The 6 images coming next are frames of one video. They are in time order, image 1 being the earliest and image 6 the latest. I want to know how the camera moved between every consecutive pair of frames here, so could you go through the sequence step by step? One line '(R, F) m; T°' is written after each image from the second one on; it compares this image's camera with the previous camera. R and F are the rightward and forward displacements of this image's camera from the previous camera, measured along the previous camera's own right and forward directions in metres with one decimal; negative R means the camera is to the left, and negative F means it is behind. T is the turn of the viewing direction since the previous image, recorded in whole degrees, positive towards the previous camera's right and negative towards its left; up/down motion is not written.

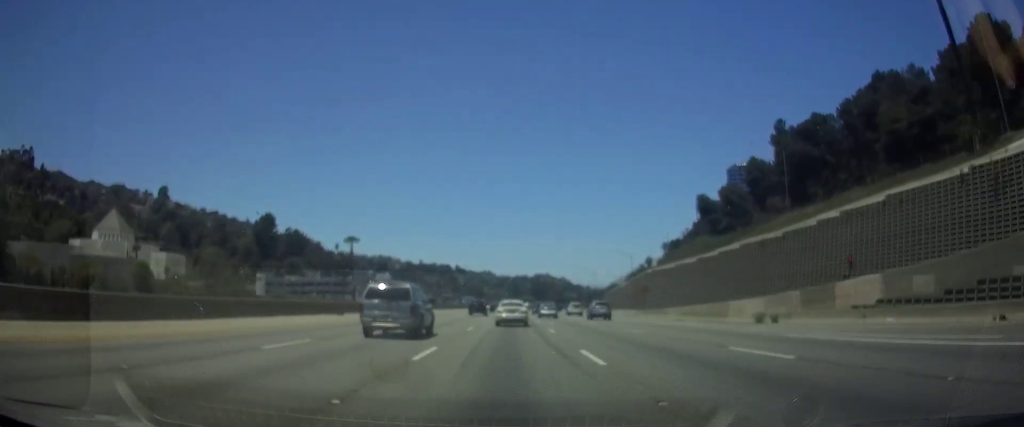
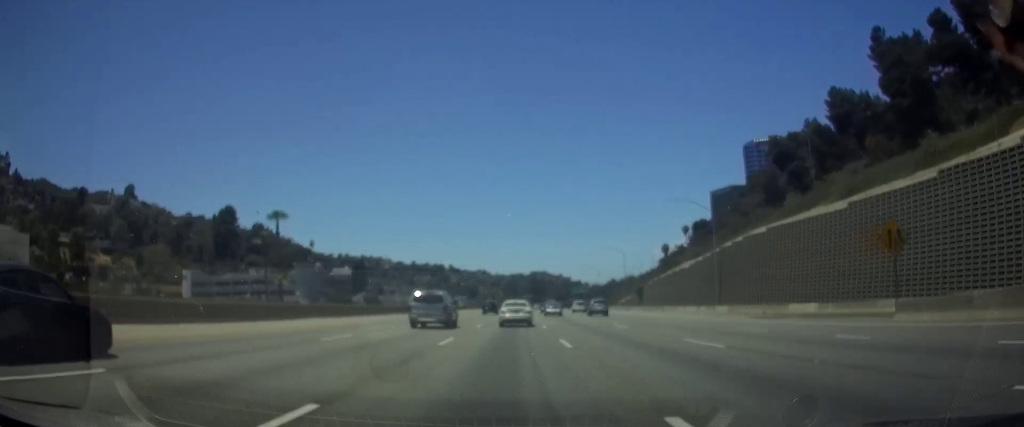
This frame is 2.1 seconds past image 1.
(+0.2, +54.2) m; +1°
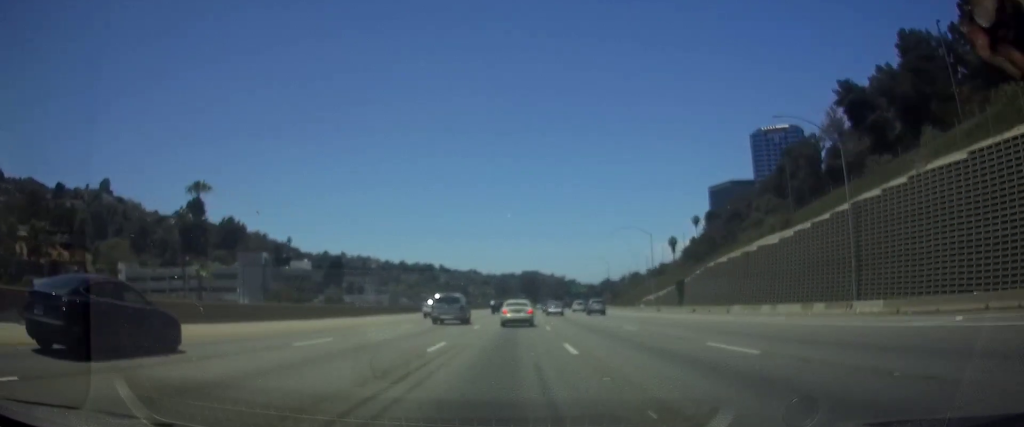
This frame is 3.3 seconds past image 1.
(+0.1, +31.6) m; +1°
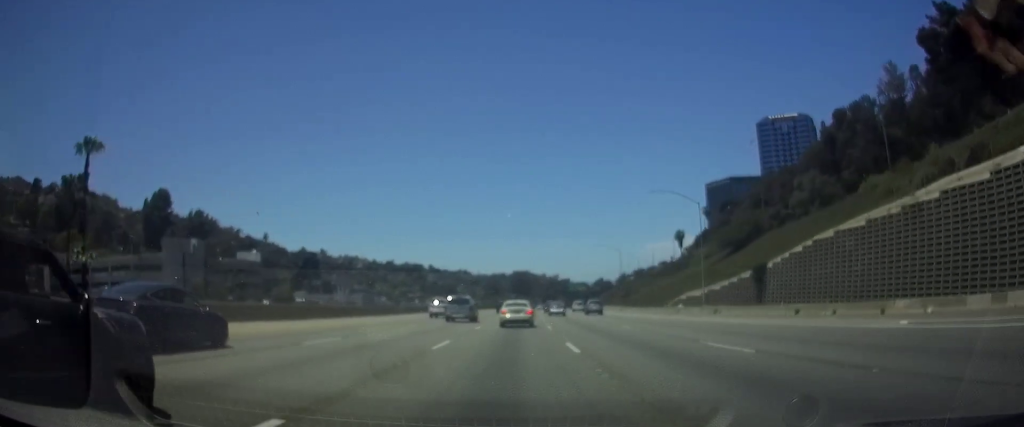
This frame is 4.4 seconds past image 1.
(+0.4, +29.0) m; +1°
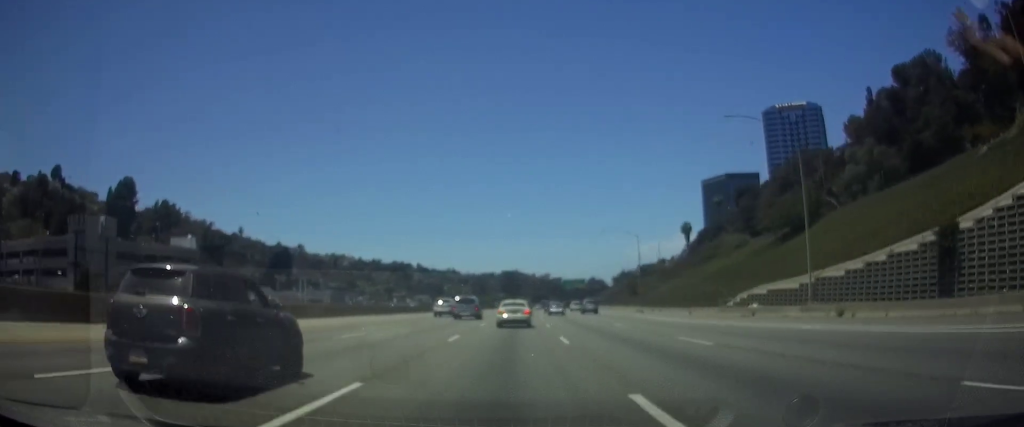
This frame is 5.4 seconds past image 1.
(+0.1, +26.3) m; +1°
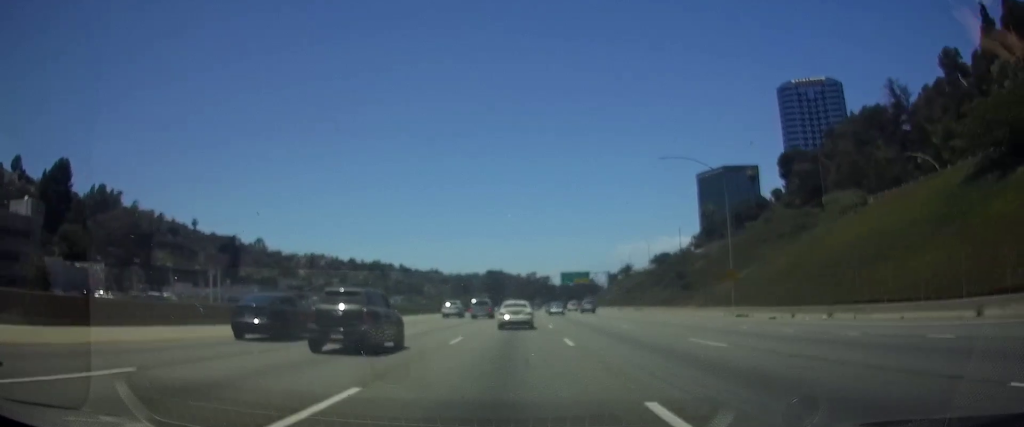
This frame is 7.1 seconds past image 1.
(+0.6, +45.3) m; +2°
